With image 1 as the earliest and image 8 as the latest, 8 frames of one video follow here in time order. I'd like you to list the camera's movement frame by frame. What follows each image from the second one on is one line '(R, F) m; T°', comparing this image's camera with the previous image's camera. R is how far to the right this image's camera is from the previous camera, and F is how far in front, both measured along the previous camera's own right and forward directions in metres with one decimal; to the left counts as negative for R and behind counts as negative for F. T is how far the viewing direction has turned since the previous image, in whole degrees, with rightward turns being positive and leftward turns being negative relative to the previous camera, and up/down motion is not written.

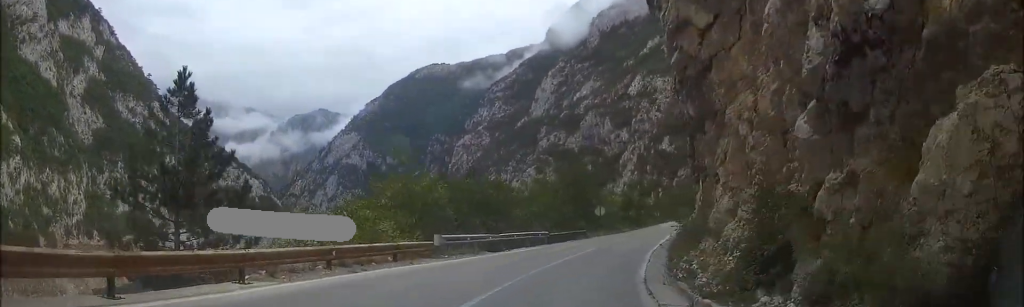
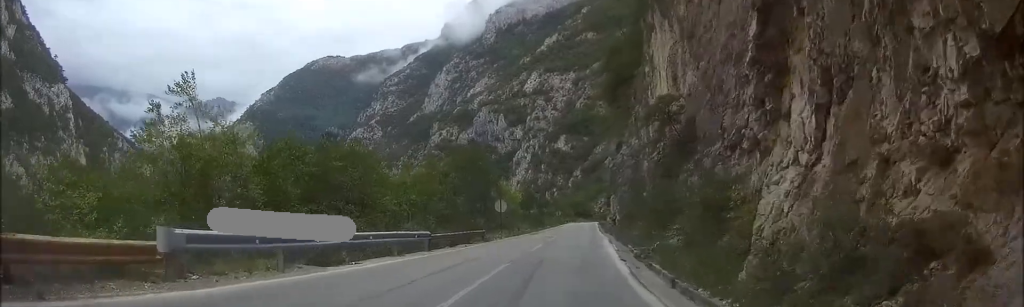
(+2.1, +12.4) m; +15°
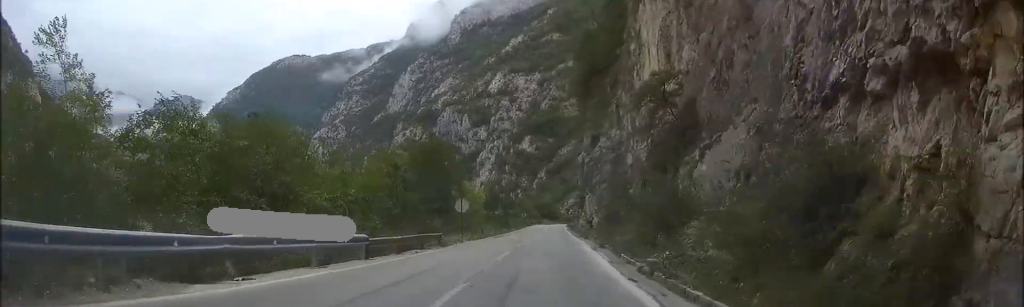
(+0.3, +5.3) m; +4°
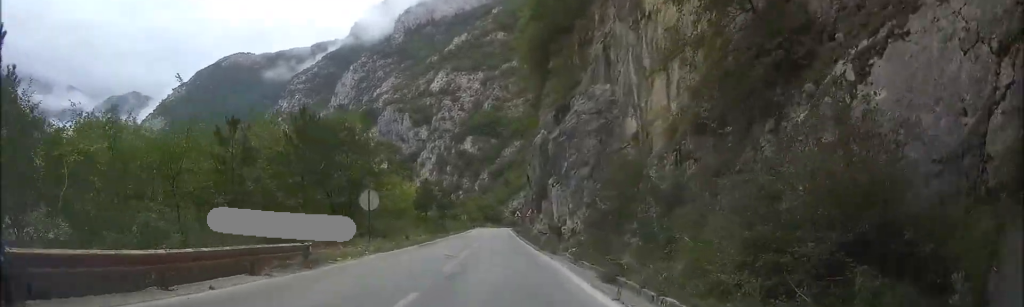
(+0.8, +13.2) m; +4°
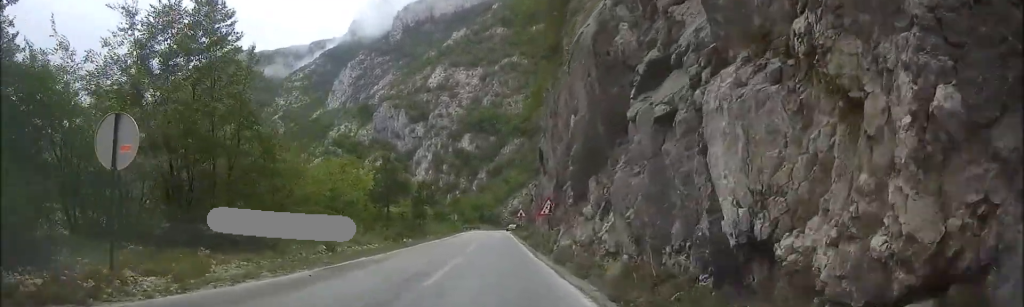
(0.0, +20.4) m; 0°
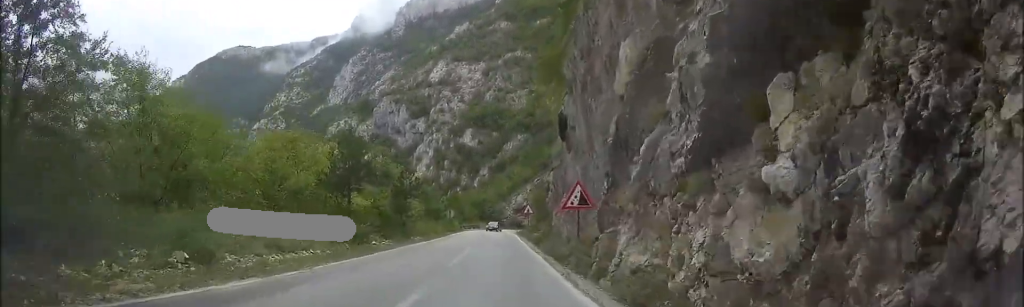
(0.0, +11.8) m; 0°
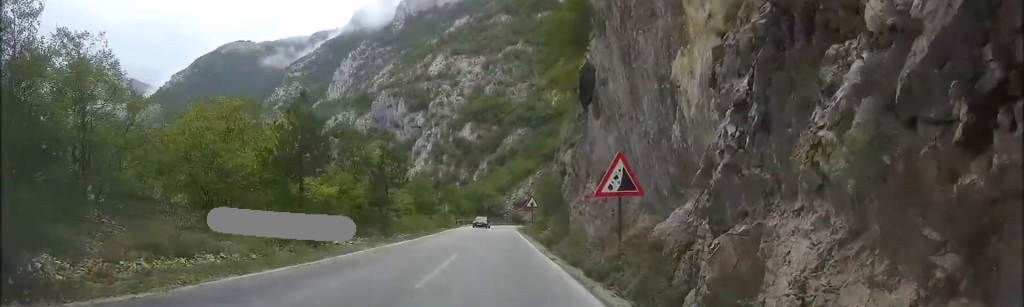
(0.0, +7.7) m; 0°
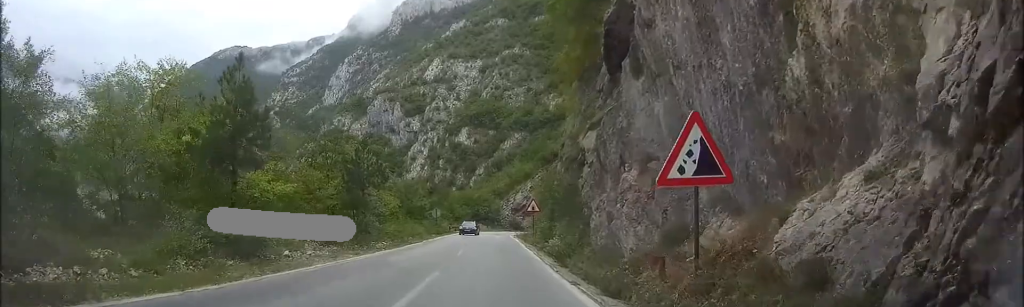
(-0.1, +6.1) m; 0°
